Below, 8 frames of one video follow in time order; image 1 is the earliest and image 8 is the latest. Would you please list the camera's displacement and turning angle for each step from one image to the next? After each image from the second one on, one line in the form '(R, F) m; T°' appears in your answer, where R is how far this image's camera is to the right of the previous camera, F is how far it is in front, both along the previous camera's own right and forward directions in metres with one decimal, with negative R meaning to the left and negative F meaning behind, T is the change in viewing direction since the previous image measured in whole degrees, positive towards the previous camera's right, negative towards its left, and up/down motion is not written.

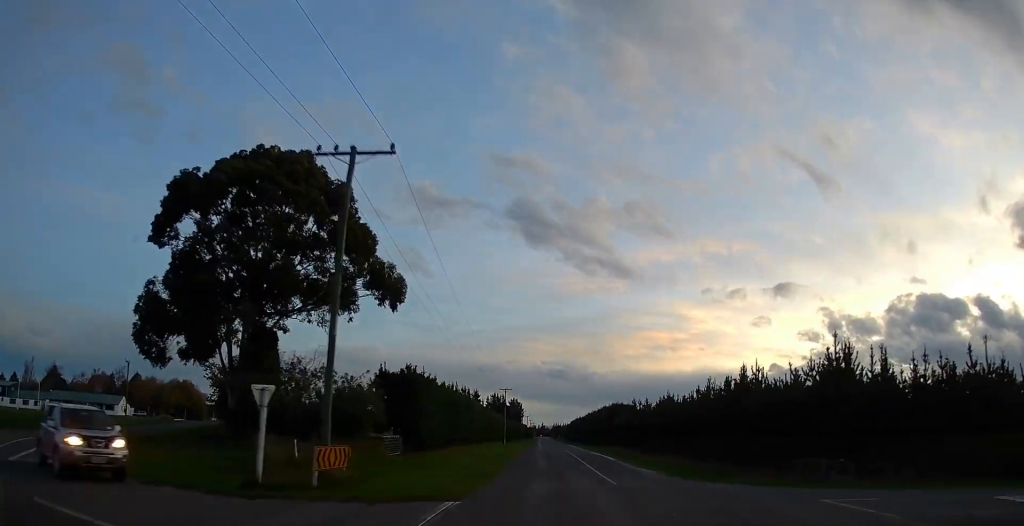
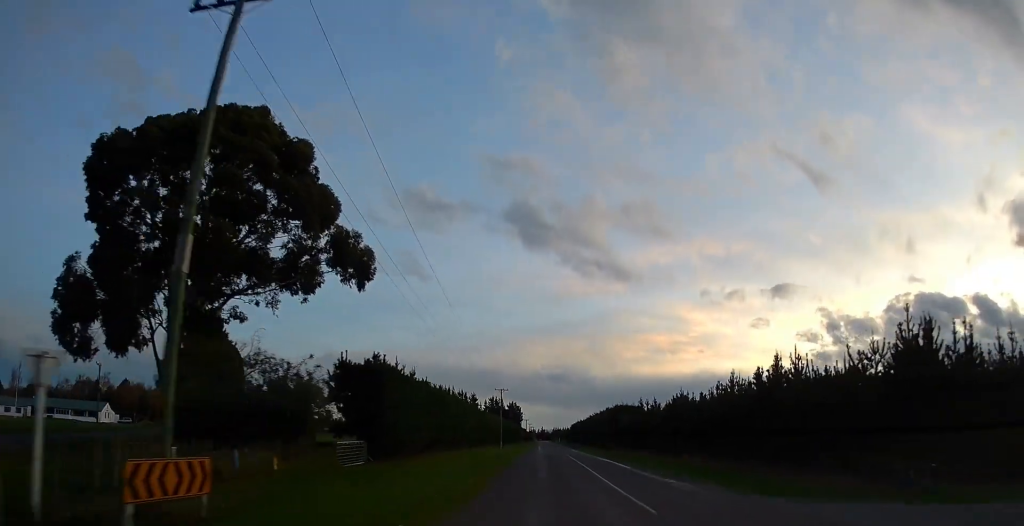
(0.0, +7.9) m; 0°
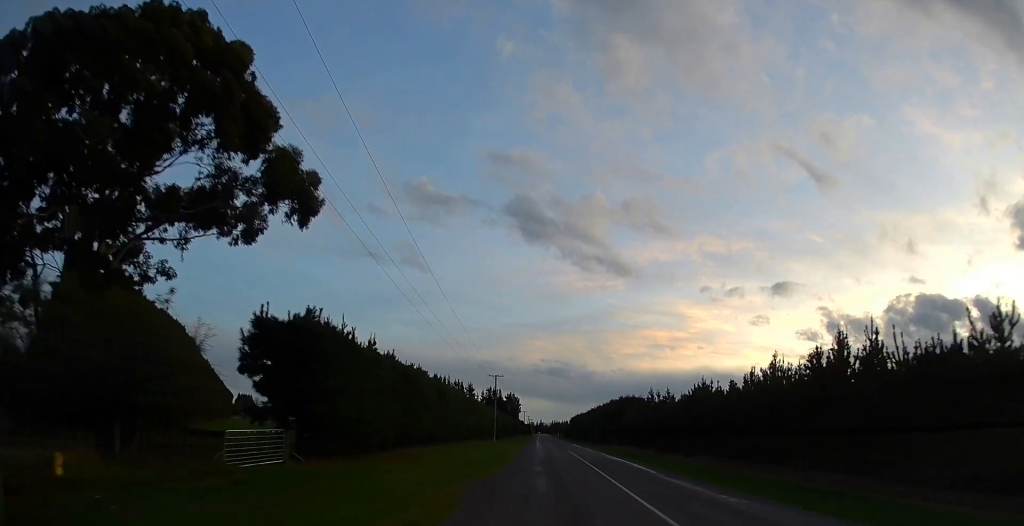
(0.0, +9.9) m; 0°
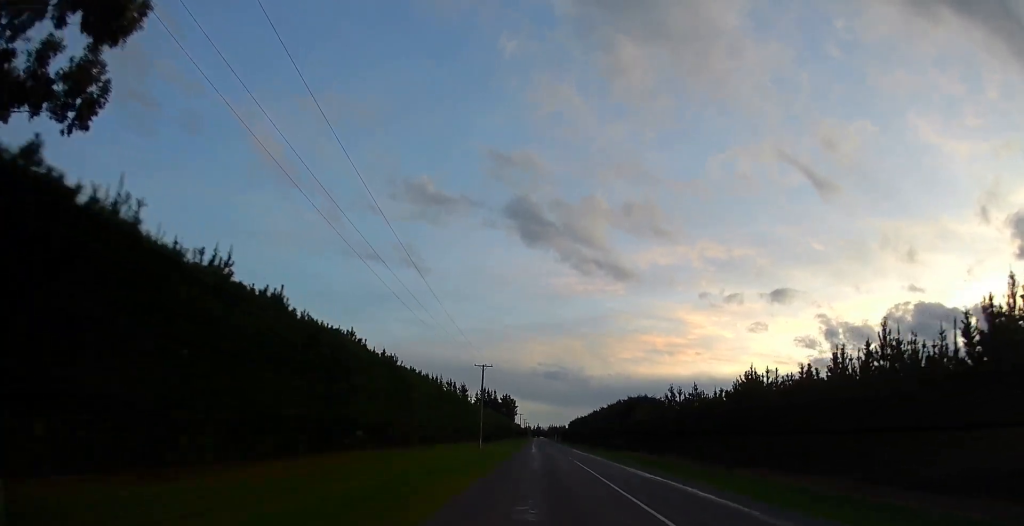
(0.0, +15.2) m; 0°
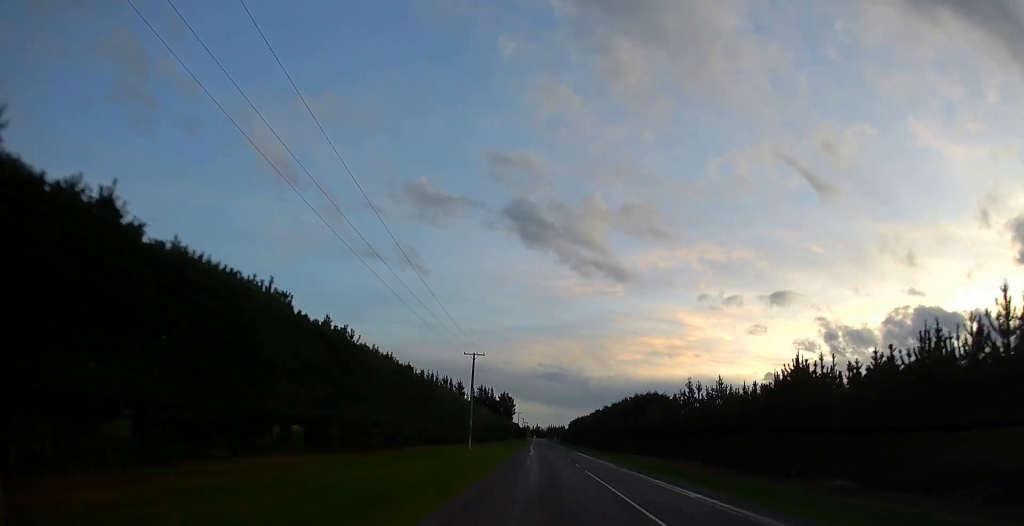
(0.0, +9.3) m; 0°
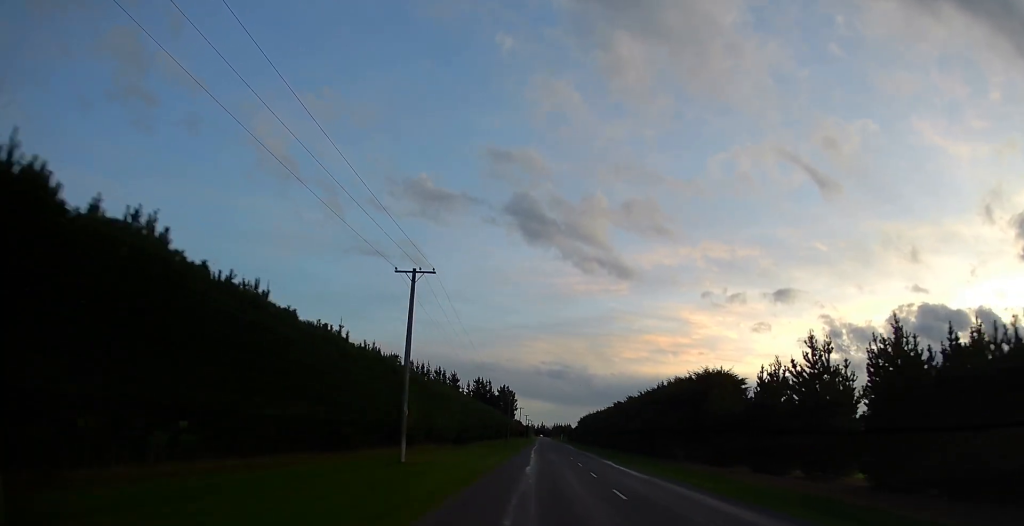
(+0.1, +28.5) m; +2°
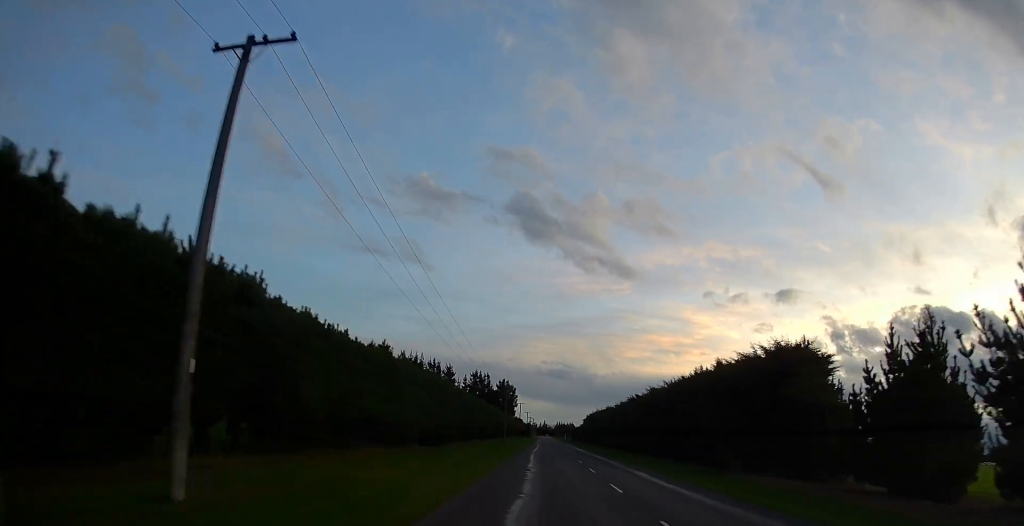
(+0.5, +18.1) m; 0°
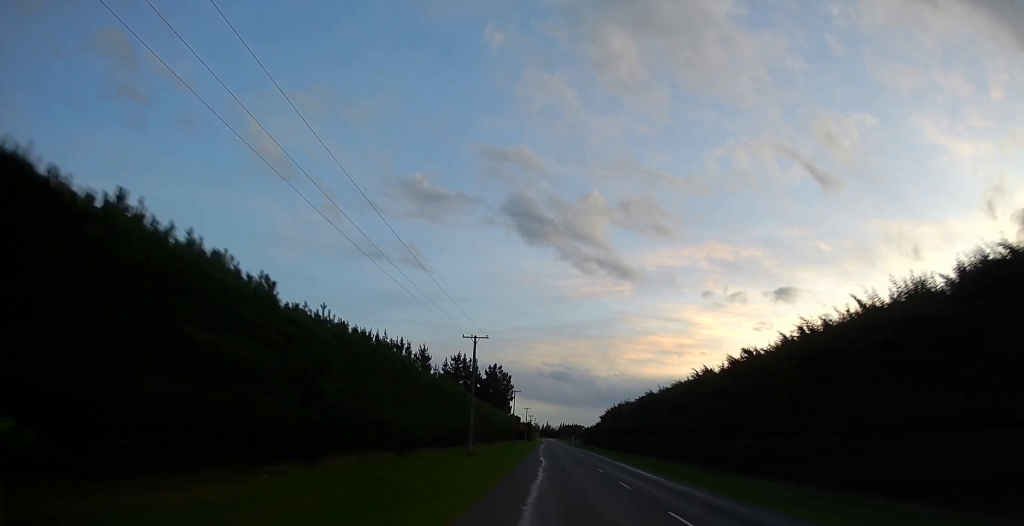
(-1.5, +48.1) m; -2°
